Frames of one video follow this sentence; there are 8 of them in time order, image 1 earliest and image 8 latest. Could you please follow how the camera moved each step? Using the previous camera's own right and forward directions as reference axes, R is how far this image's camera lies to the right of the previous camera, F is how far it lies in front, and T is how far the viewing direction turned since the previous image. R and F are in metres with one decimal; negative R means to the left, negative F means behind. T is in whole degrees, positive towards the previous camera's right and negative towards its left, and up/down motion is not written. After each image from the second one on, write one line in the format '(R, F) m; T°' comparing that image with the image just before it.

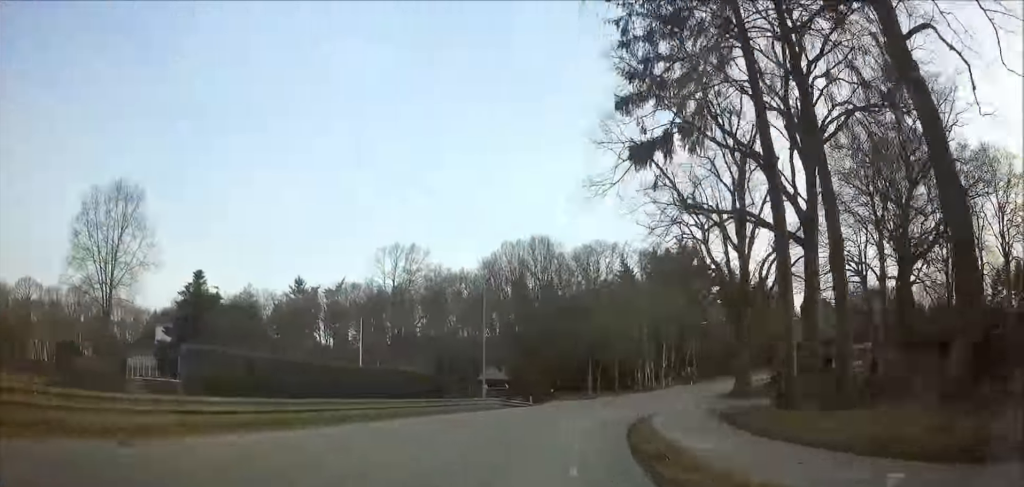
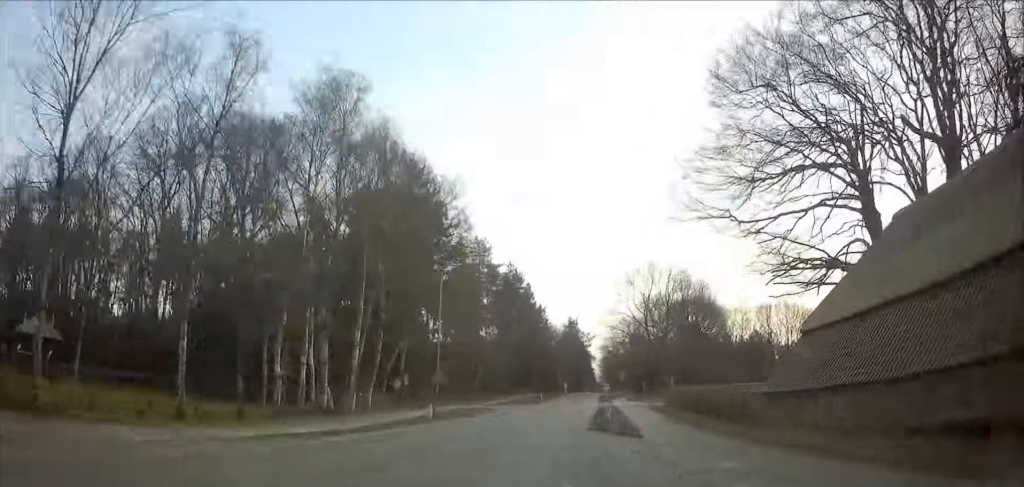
(+9.4, +48.4) m; +22°
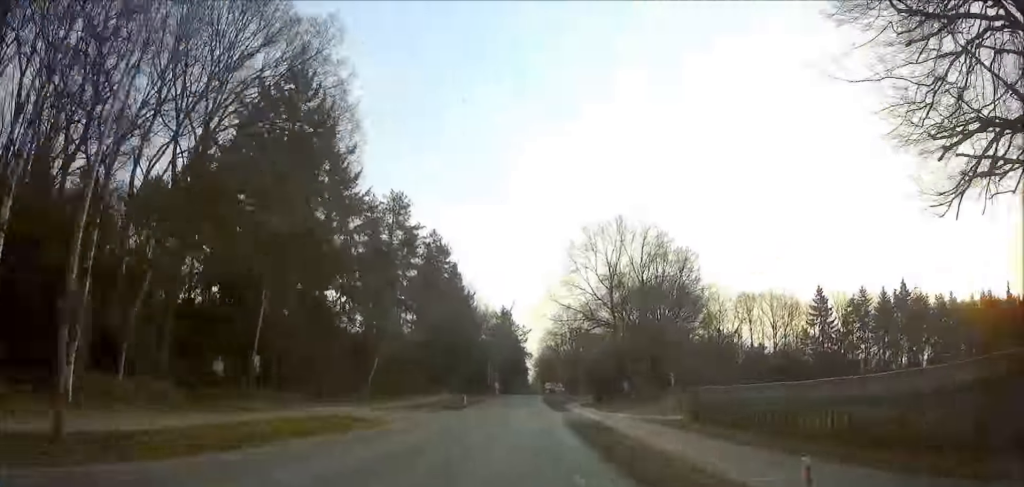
(+2.0, +23.3) m; +6°
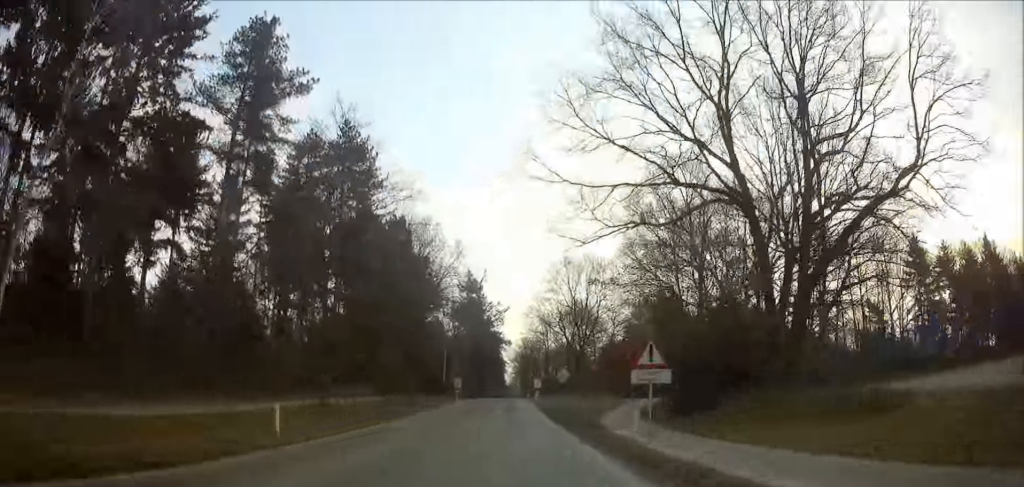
(+2.7, +40.7) m; +4°
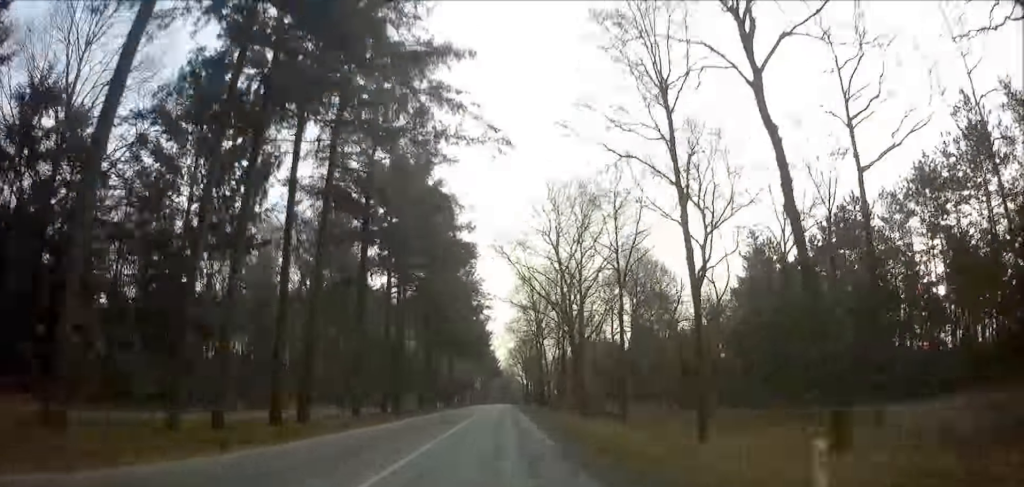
(+1.6, +110.2) m; +1°
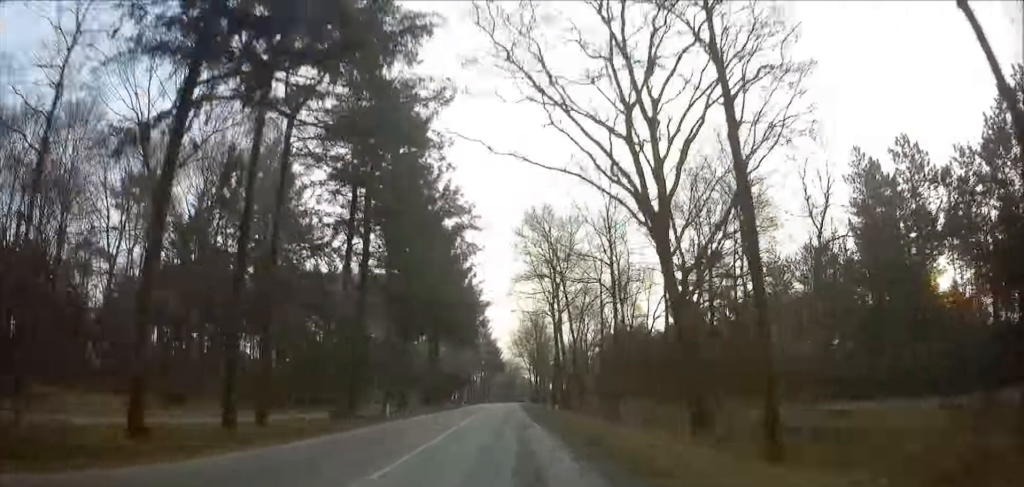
(-0.1, +23.5) m; 0°
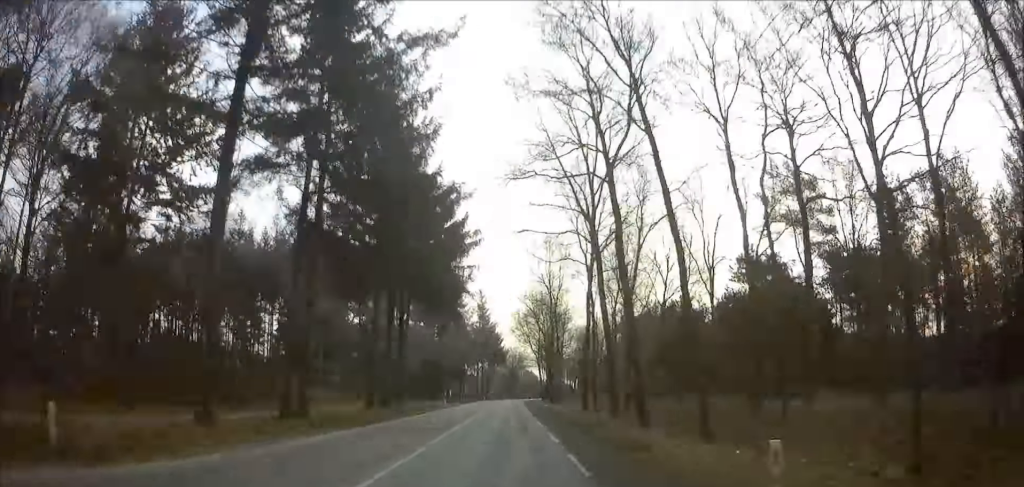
(0.0, +23.6) m; 0°
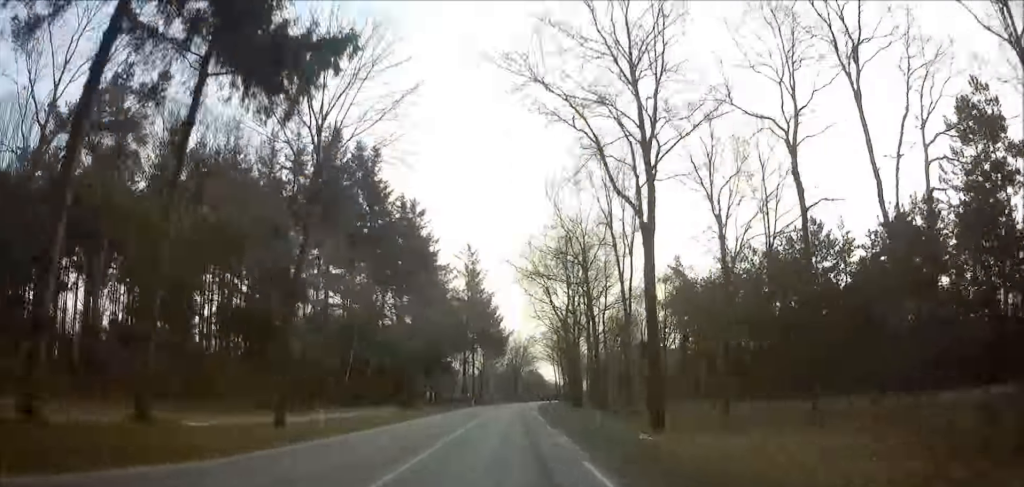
(0.0, +37.3) m; 0°
